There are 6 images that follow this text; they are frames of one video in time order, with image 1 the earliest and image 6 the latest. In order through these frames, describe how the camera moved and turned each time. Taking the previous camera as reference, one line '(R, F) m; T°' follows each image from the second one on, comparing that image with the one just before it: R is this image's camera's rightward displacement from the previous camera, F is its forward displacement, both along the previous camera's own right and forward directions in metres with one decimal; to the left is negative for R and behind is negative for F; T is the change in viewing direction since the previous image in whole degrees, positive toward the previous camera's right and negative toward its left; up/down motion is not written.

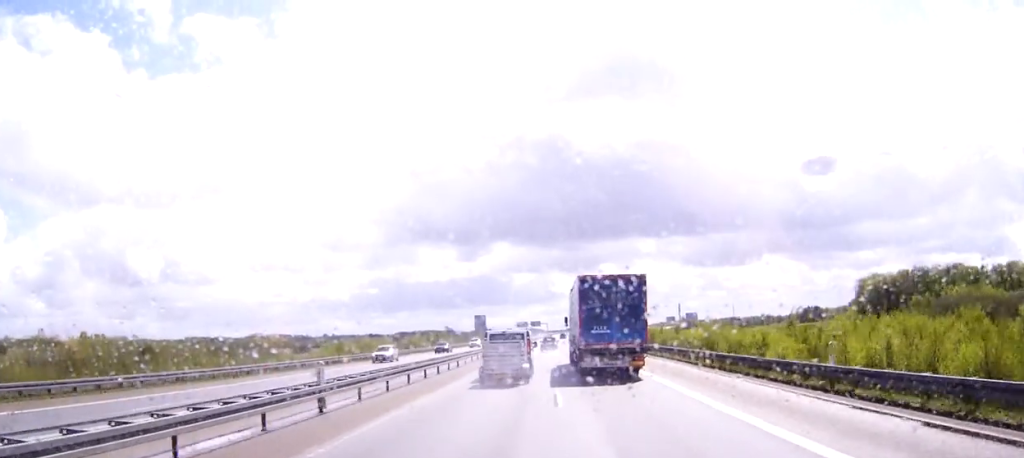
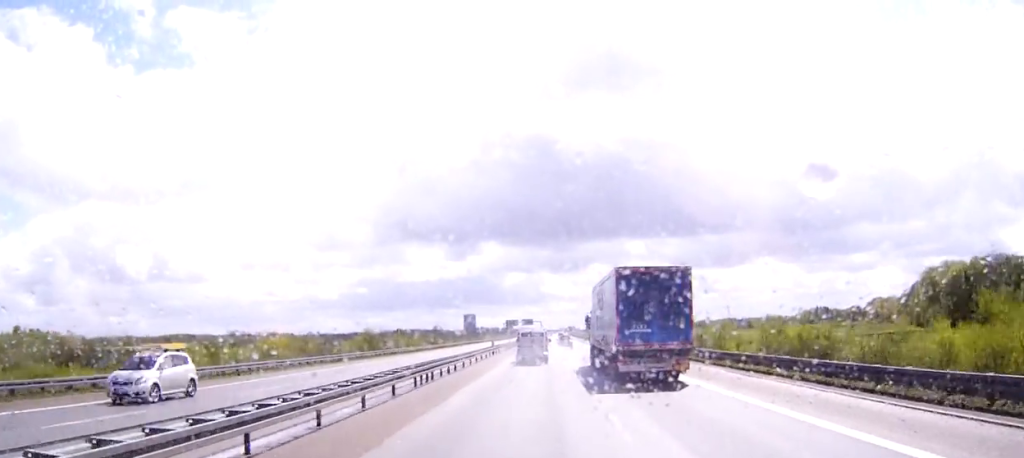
(+0.3, +50.8) m; +1°
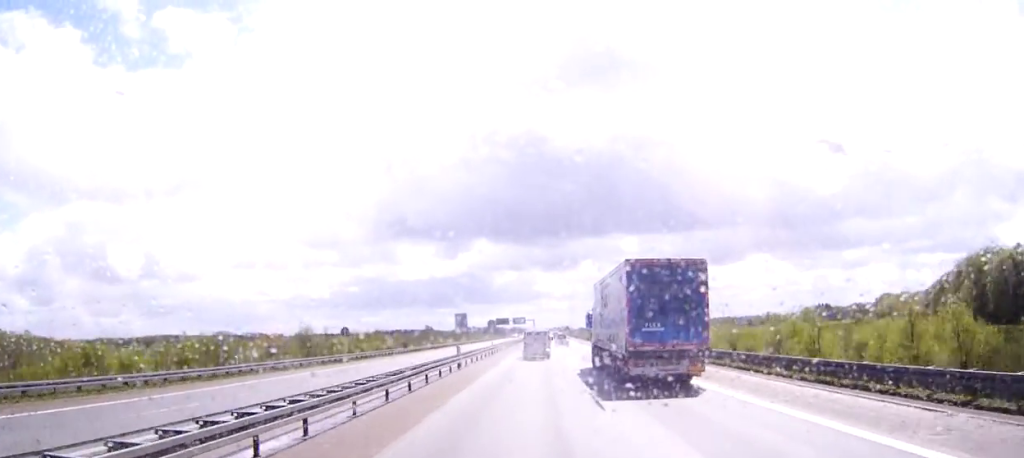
(+0.1, +22.1) m; 0°
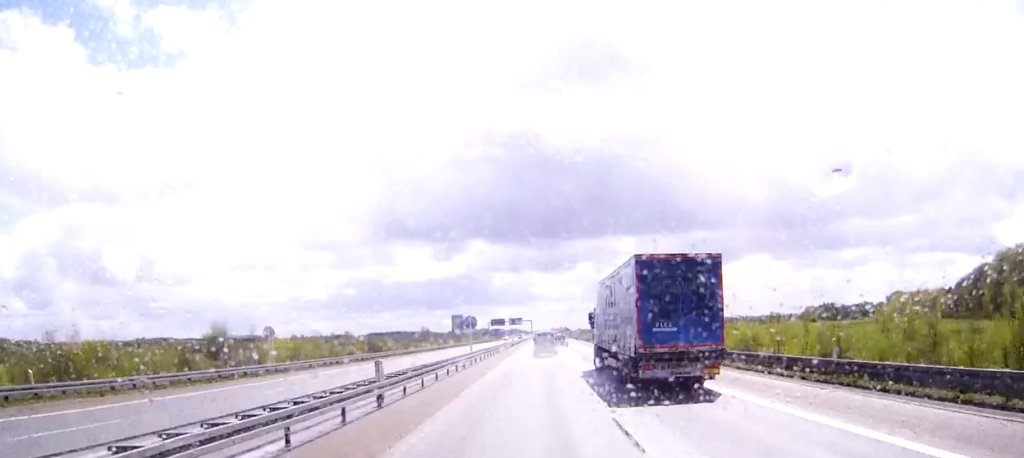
(0.0, +20.8) m; 0°
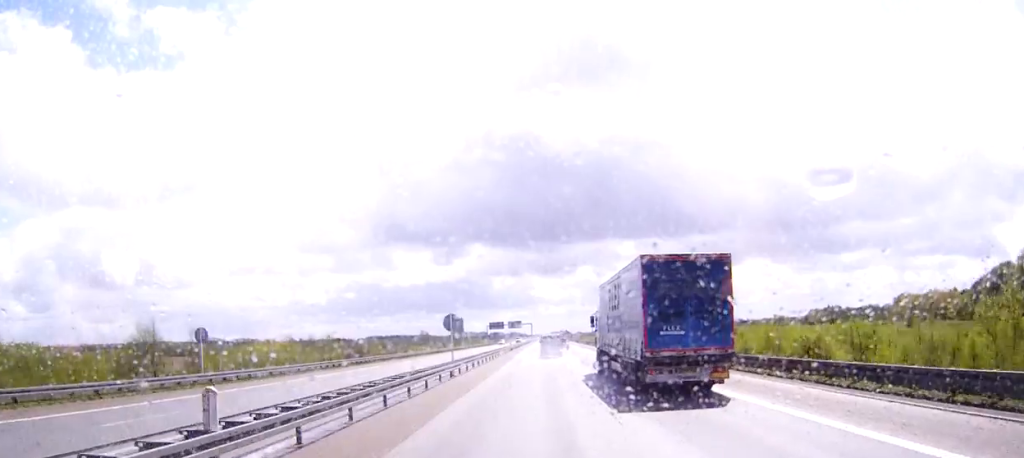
(0.0, +12.2) m; 0°
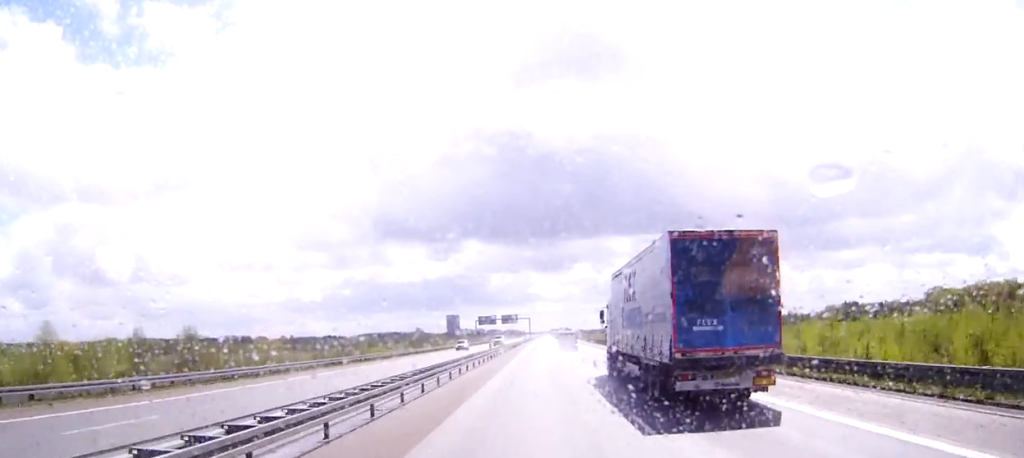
(+0.1, +48.7) m; 0°
